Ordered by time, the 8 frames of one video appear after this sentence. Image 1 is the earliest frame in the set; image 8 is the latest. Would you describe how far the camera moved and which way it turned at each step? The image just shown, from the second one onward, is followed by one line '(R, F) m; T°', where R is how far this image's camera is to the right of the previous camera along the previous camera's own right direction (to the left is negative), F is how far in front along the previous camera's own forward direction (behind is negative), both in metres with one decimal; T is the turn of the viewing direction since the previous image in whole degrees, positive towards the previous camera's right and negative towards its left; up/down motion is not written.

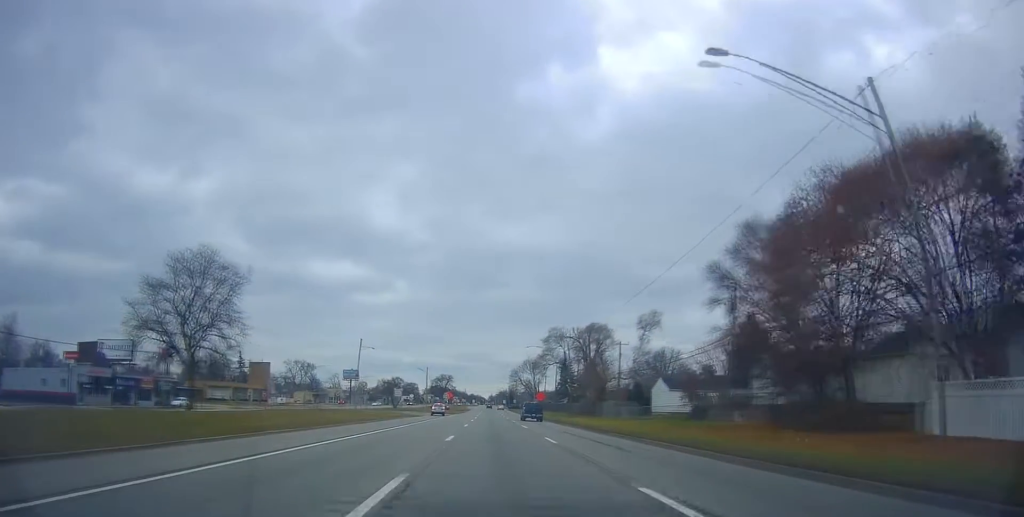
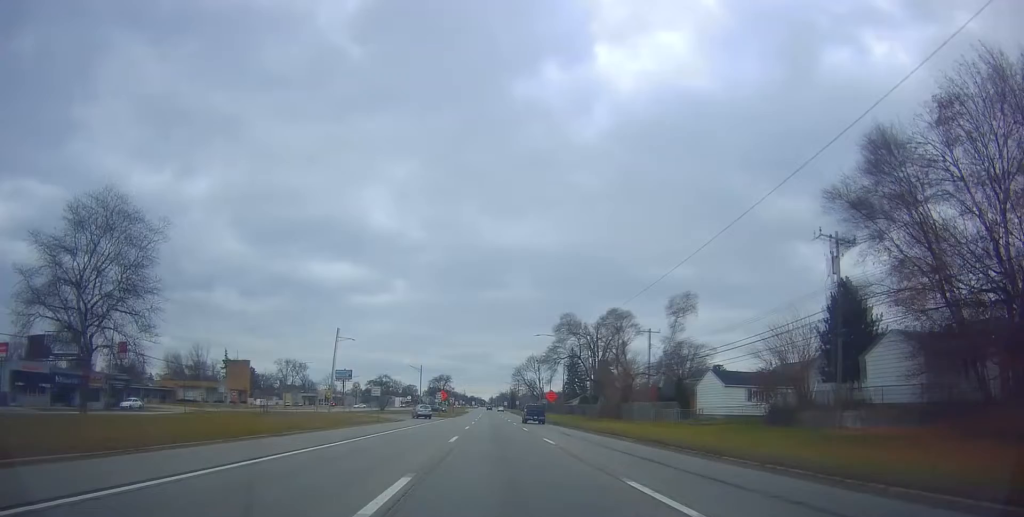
(-0.3, +14.5) m; 0°
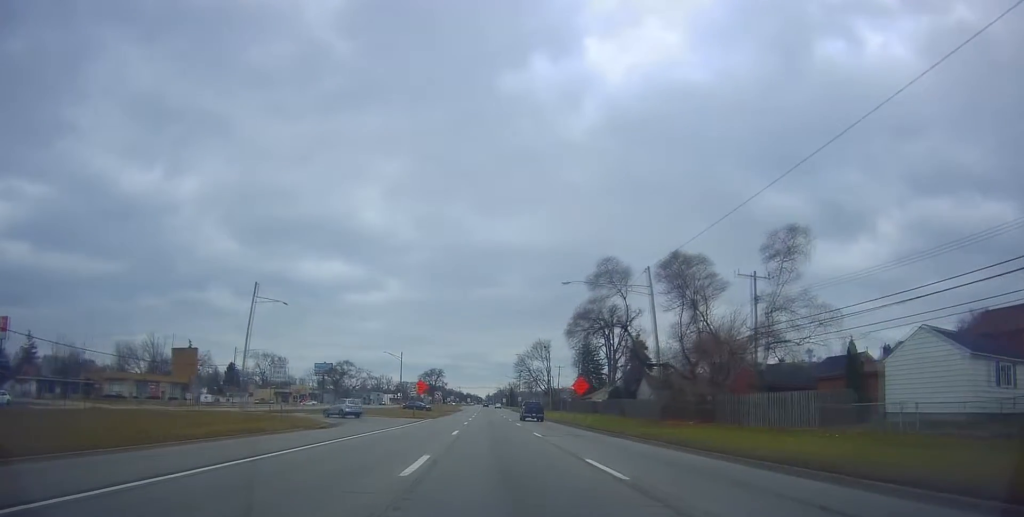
(+0.4, +27.3) m; +2°
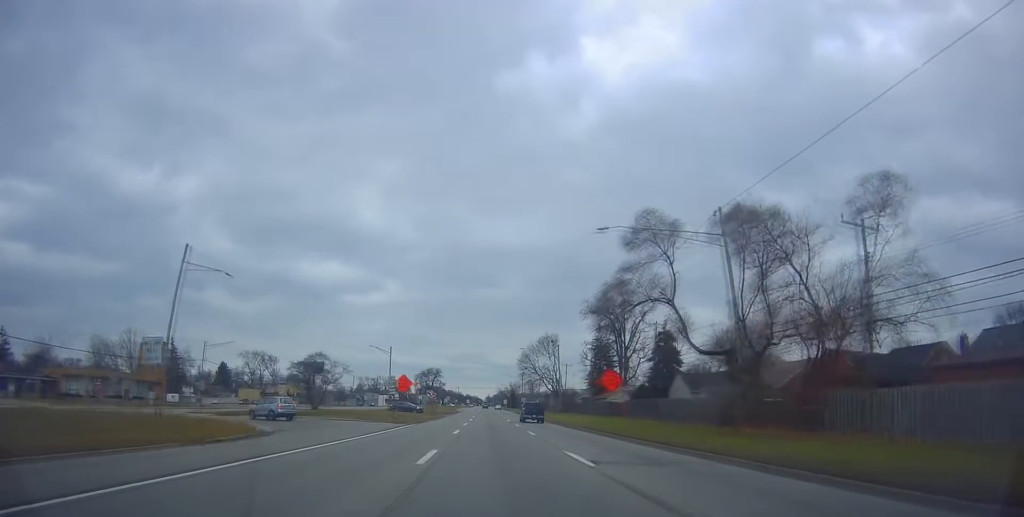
(0.0, +12.9) m; -1°
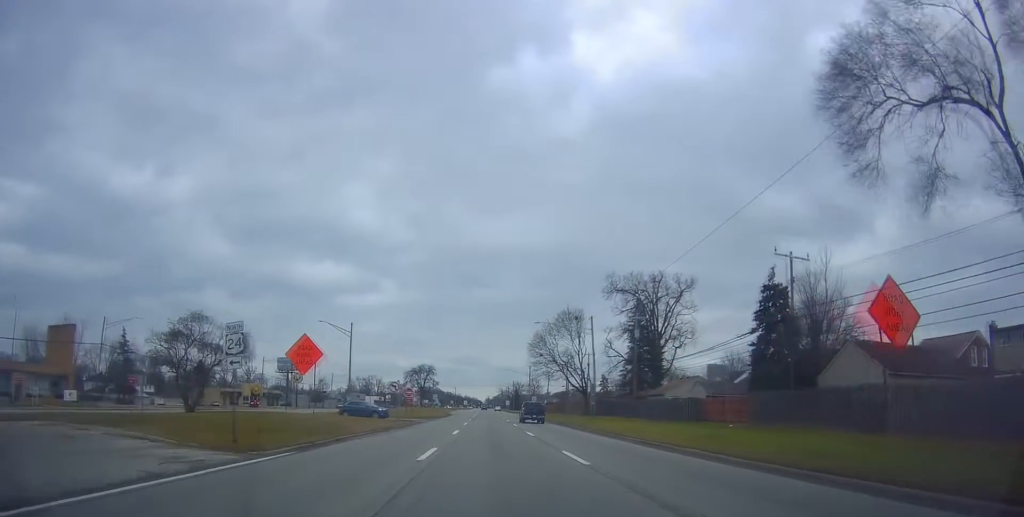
(-0.4, +29.2) m; -1°
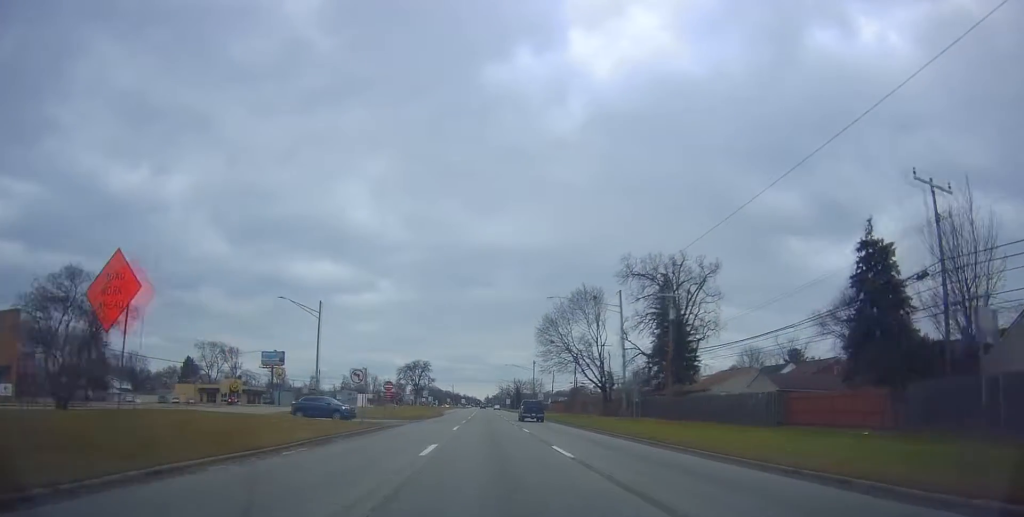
(+0.3, +13.6) m; -1°
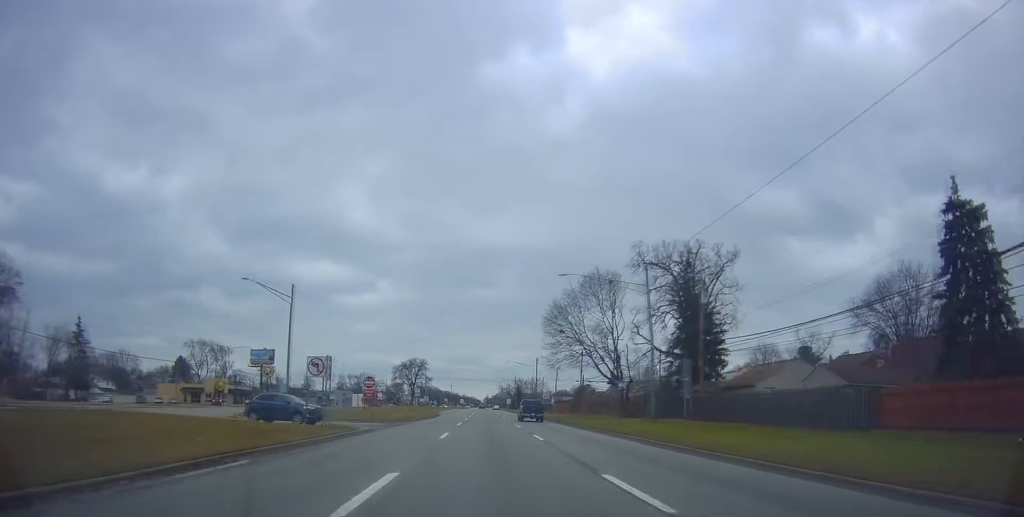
(-0.1, +8.5) m; 0°
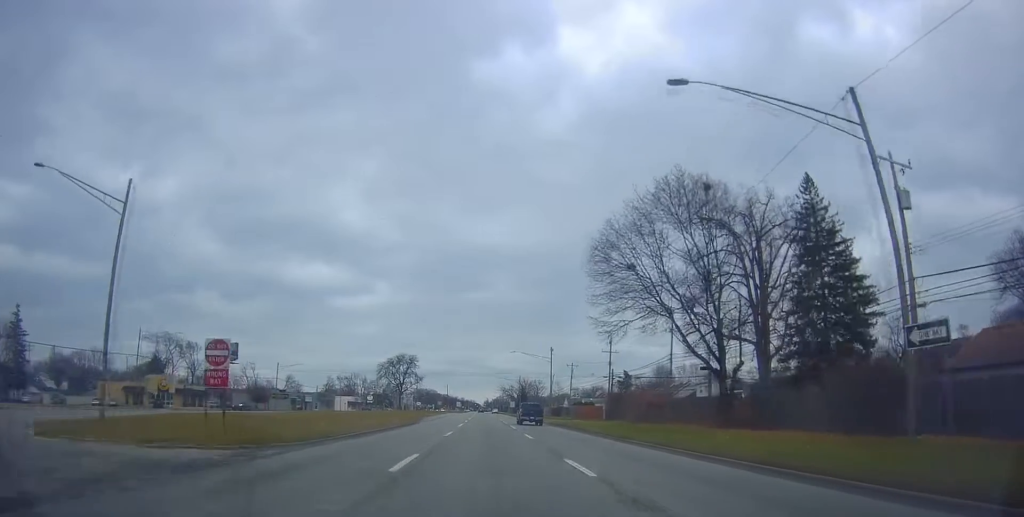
(-0.1, +26.1) m; +1°
